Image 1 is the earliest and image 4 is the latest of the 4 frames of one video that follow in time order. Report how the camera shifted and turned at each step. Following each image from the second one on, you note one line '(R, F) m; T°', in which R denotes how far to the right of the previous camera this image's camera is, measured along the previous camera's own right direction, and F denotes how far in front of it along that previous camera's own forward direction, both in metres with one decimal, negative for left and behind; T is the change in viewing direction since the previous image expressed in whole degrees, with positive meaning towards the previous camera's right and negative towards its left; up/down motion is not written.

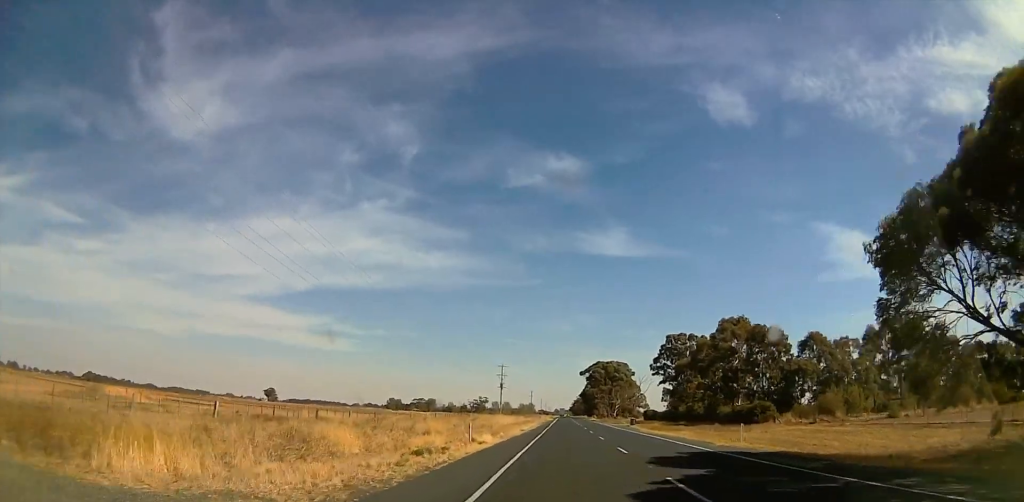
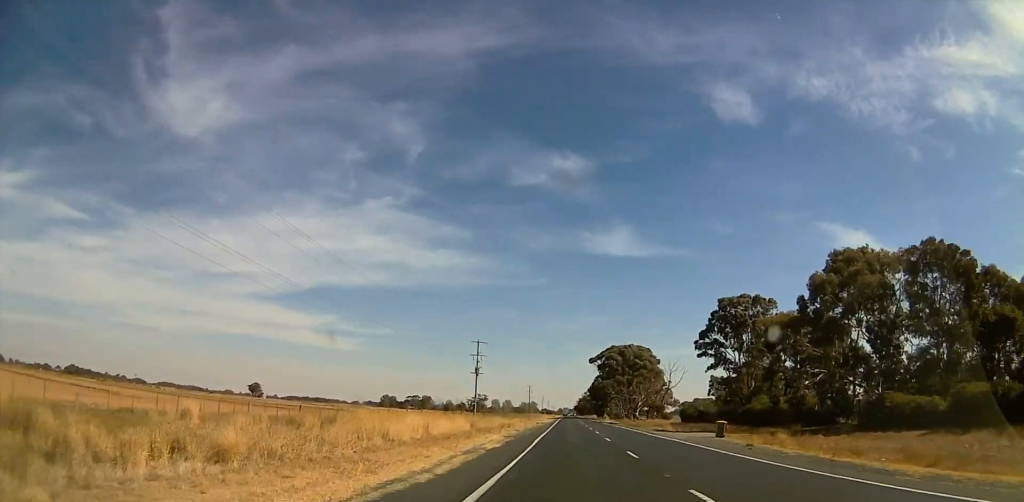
(-0.7, +51.0) m; -1°
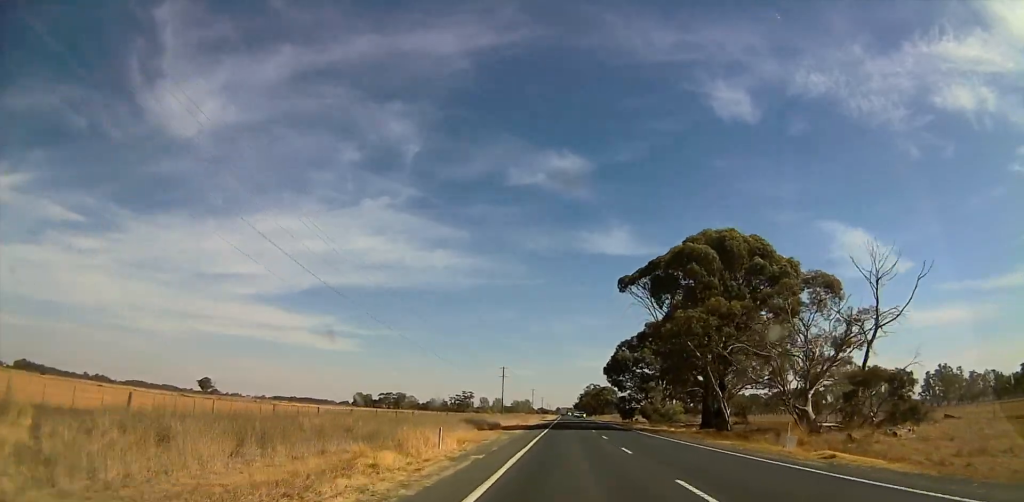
(-0.8, +99.6) m; -1°
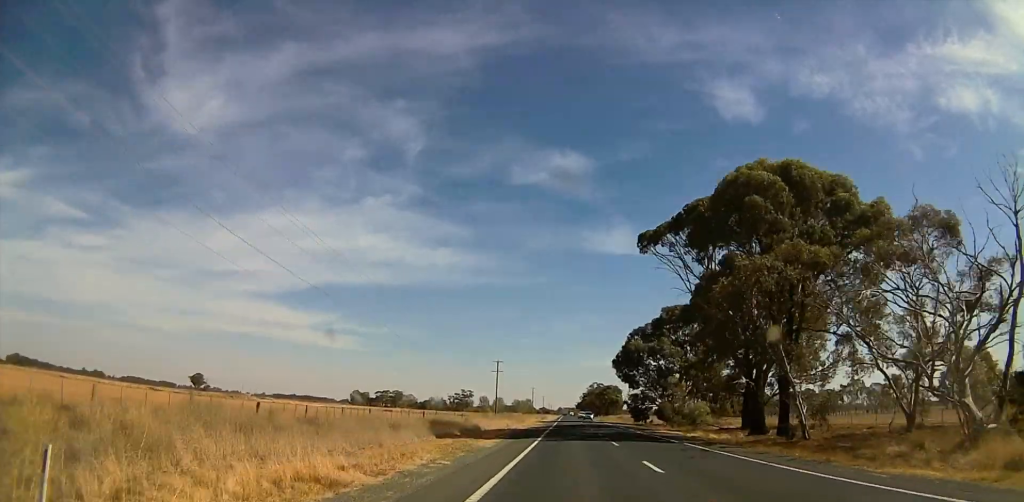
(-0.2, +14.5) m; +1°
